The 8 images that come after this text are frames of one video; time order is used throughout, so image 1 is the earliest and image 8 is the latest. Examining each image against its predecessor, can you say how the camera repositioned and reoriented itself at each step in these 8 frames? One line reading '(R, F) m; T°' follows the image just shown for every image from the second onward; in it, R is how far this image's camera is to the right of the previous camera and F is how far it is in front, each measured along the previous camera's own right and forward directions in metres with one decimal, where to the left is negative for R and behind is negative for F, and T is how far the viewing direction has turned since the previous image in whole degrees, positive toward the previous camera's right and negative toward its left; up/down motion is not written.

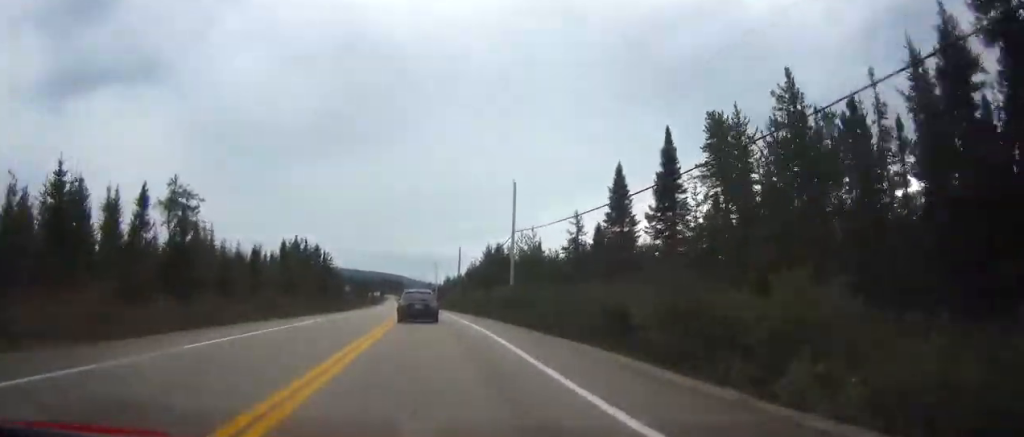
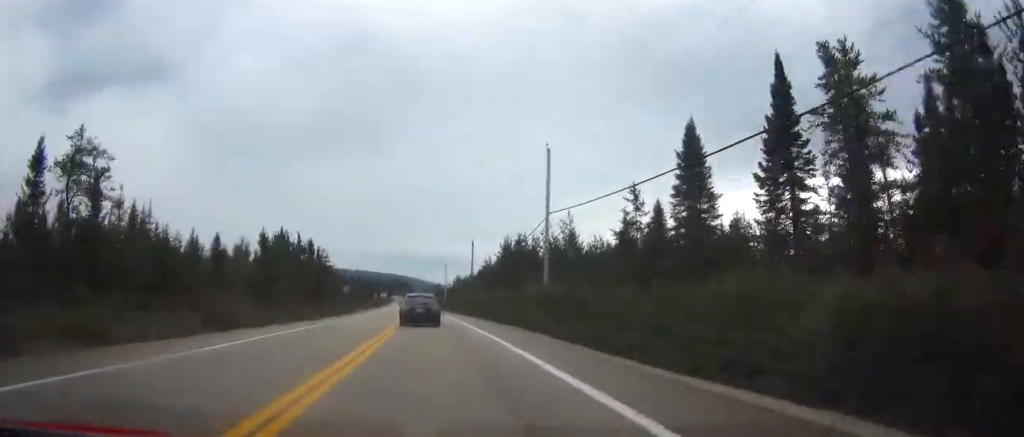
(0.0, +12.5) m; 0°
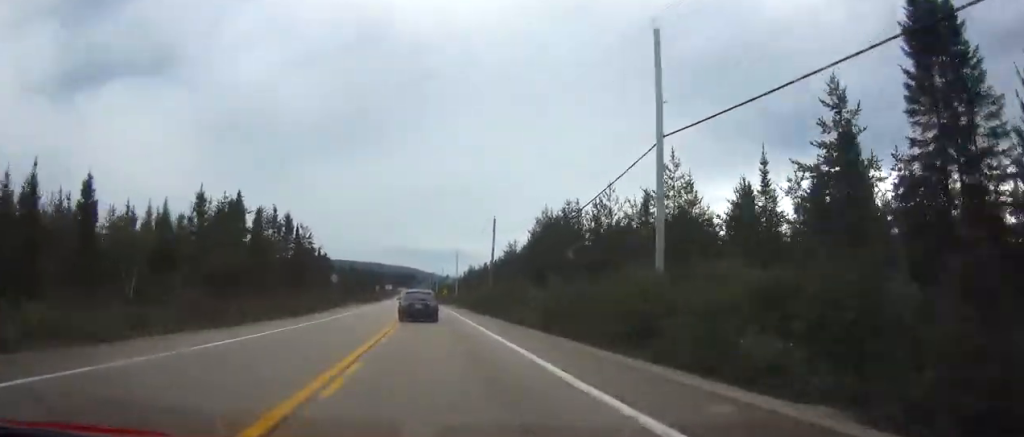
(-0.2, +19.6) m; -1°
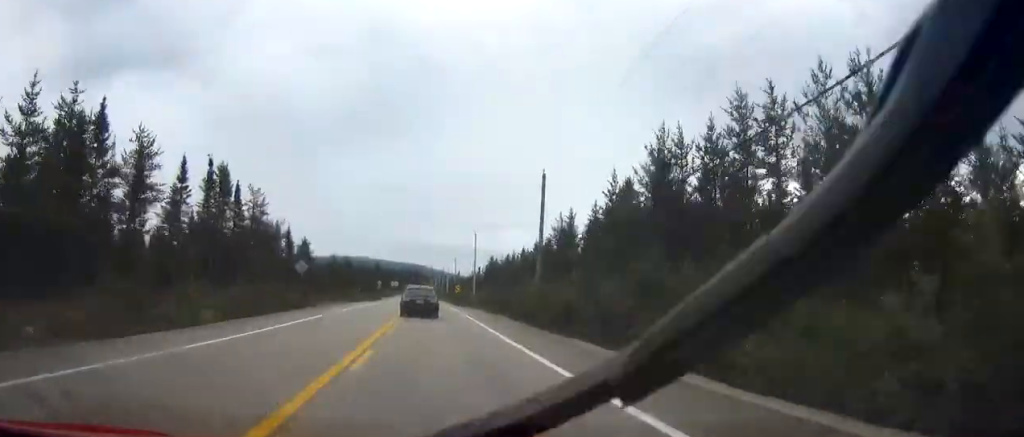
(-0.2, +25.8) m; -1°
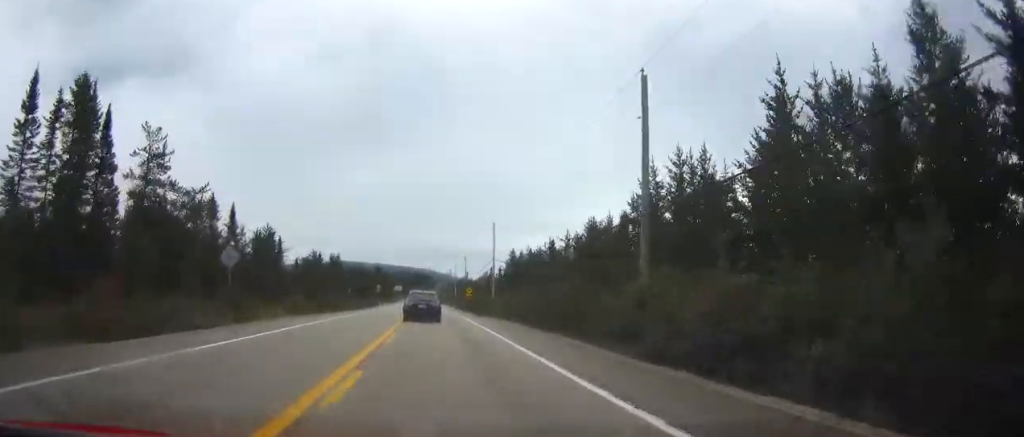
(-0.1, +21.3) m; -1°
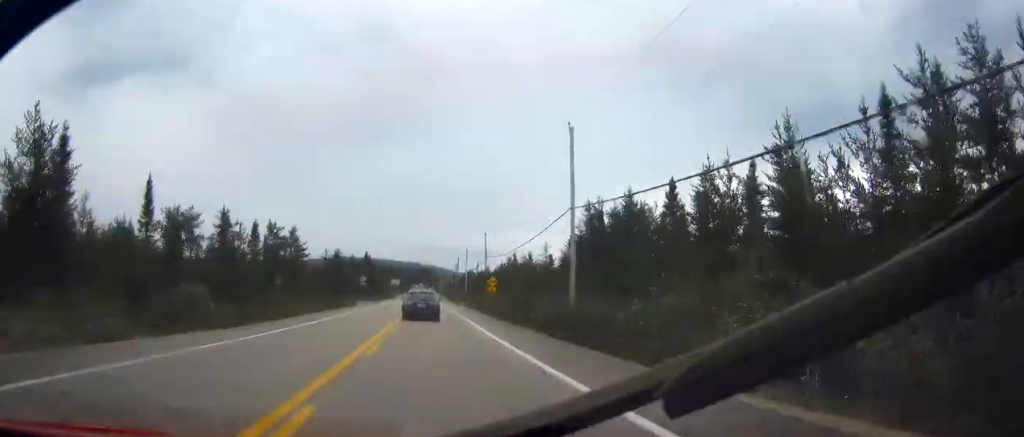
(-0.3, +40.0) m; -1°
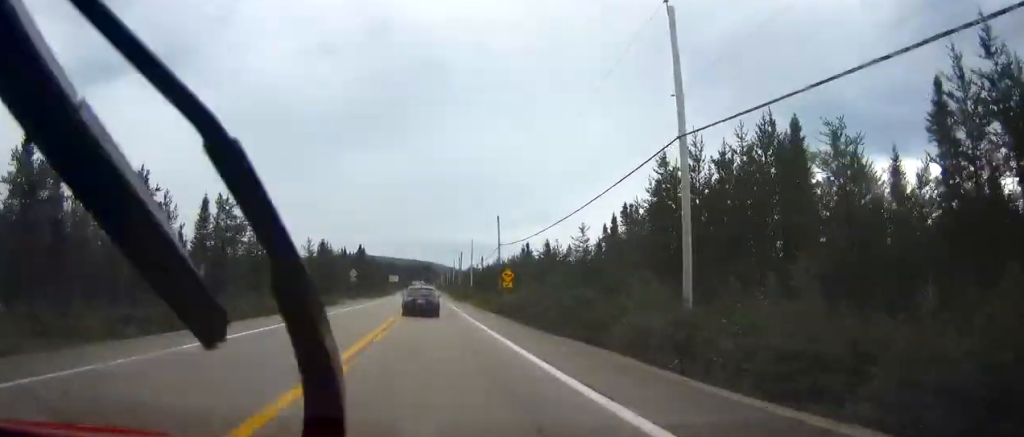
(0.0, +15.2) m; 0°
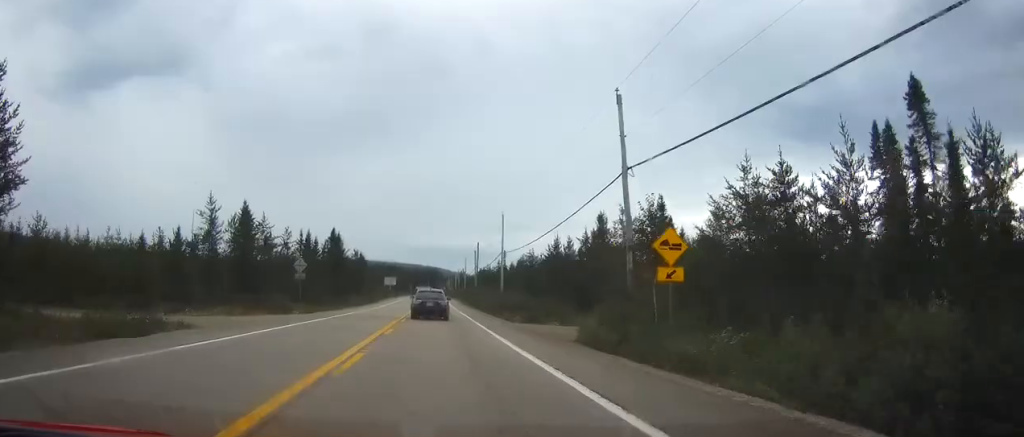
(-0.1, +42.9) m; 0°
